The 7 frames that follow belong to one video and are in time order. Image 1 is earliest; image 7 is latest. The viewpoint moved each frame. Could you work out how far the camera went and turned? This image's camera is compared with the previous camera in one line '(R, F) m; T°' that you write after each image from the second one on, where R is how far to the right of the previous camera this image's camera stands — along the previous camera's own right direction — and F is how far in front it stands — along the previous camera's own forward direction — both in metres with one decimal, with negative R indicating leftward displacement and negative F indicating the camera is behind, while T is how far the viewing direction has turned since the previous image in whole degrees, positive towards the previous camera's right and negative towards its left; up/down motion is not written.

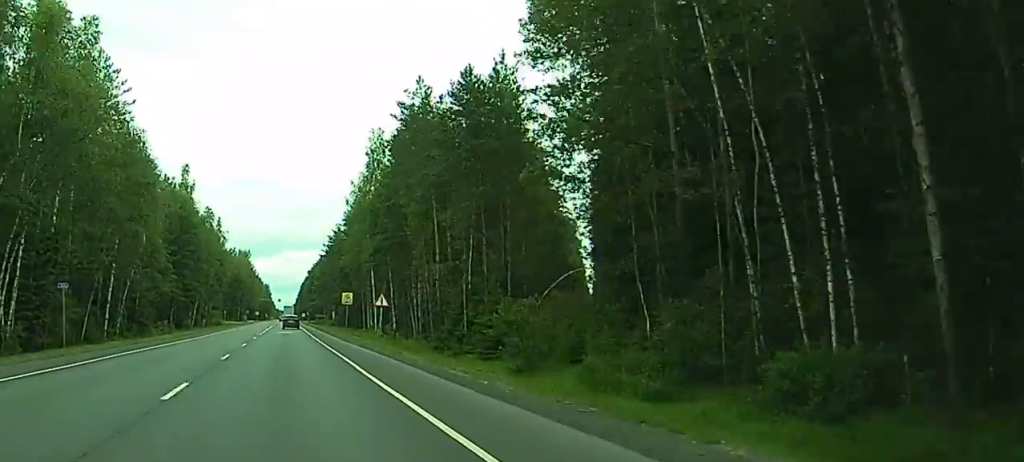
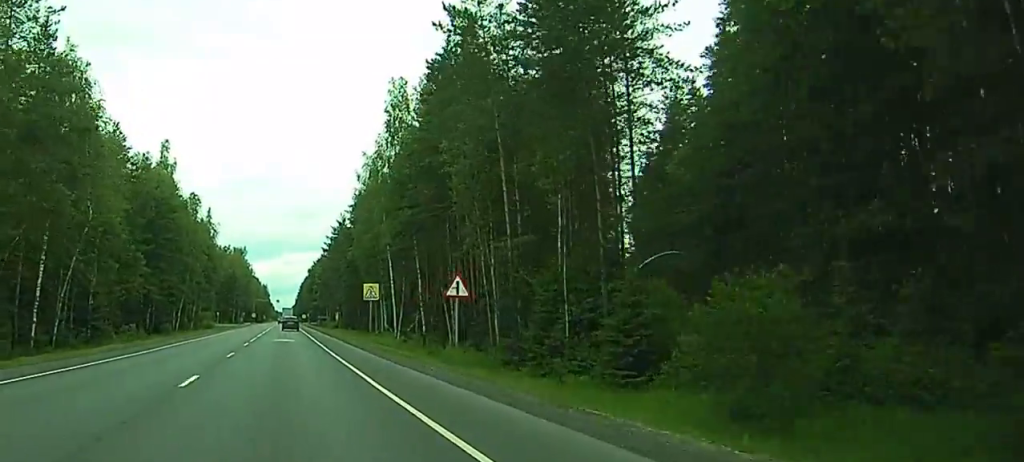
(+0.1, +20.9) m; 0°
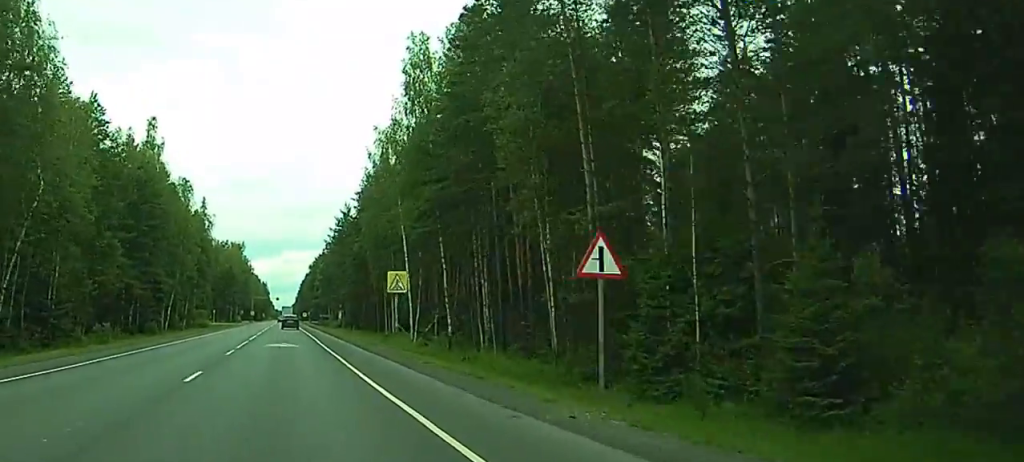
(+0.1, +11.8) m; 0°
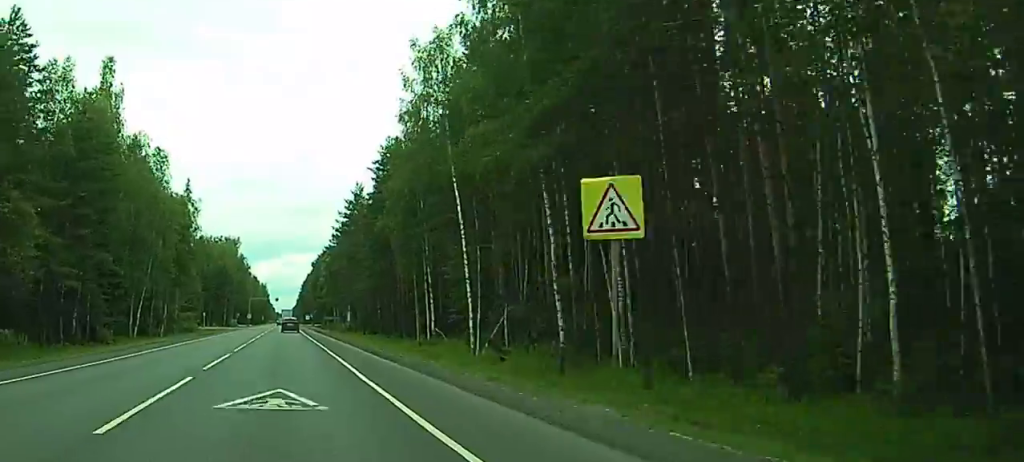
(0.0, +25.5) m; 0°
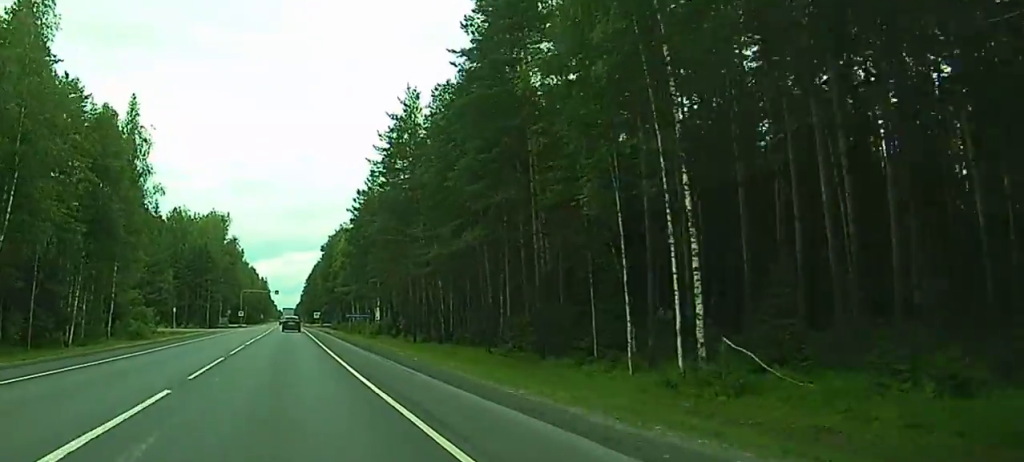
(+0.1, +50.6) m; 0°
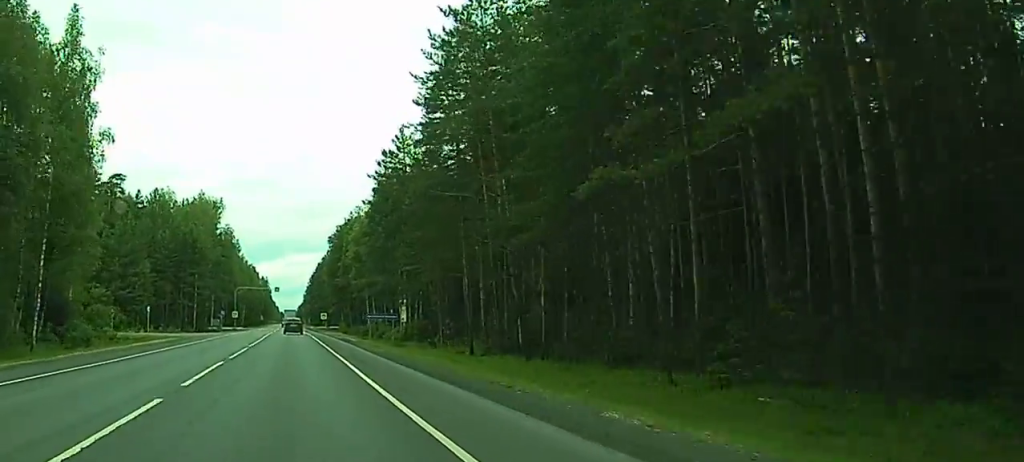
(-0.2, +25.0) m; 0°
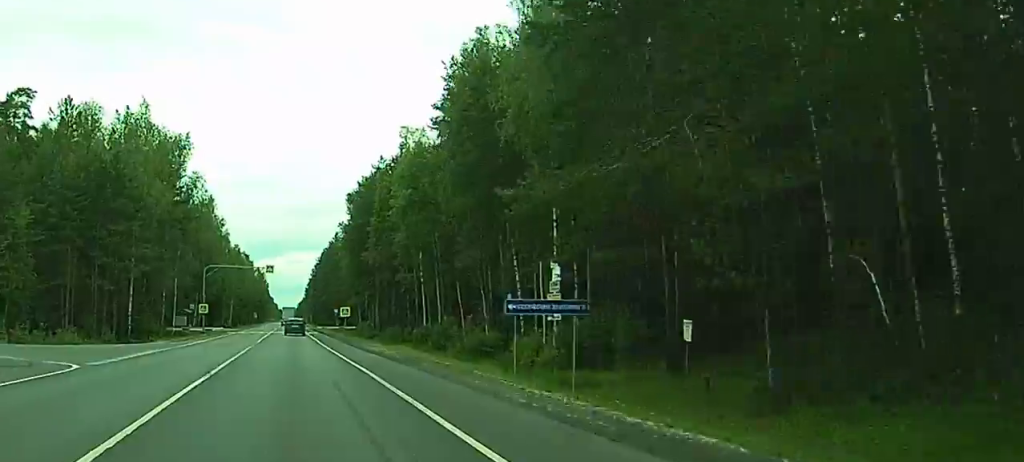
(+0.7, +51.6) m; -1°
